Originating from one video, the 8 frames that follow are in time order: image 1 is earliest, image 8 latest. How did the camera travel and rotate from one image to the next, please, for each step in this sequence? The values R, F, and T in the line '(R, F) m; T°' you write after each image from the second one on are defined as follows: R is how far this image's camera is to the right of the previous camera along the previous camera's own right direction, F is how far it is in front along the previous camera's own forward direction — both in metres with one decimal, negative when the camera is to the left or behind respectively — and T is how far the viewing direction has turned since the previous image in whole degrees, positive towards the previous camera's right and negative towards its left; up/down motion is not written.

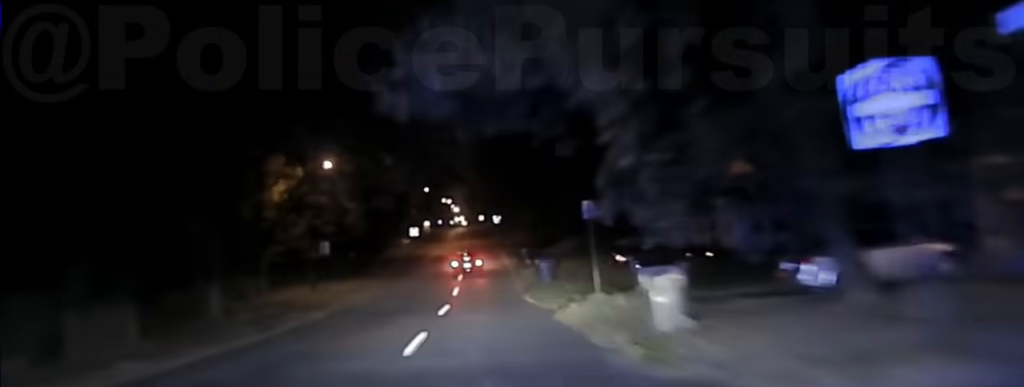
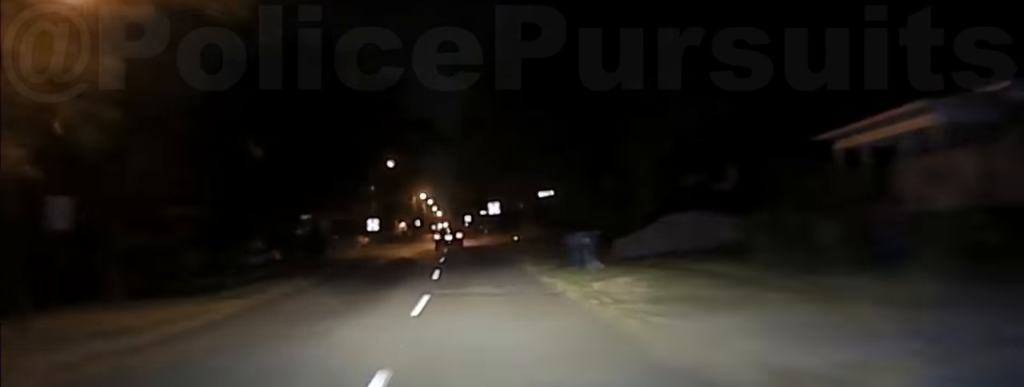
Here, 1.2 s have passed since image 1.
(-0.1, +35.9) m; 0°
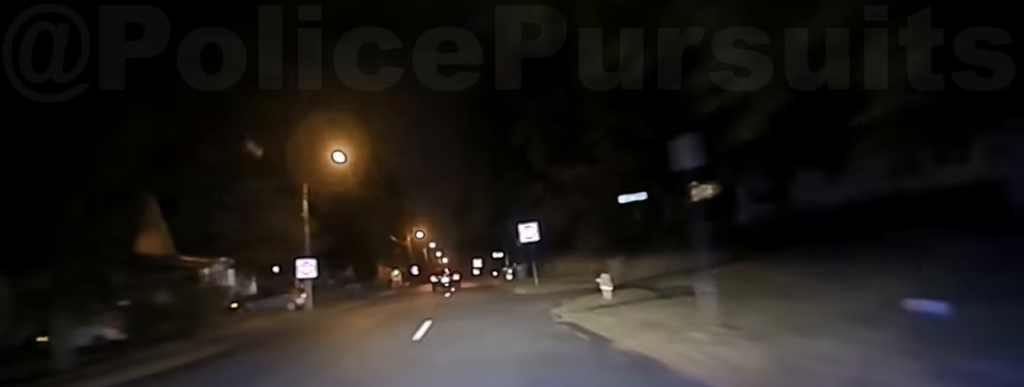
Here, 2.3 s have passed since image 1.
(+0.3, +37.3) m; 0°
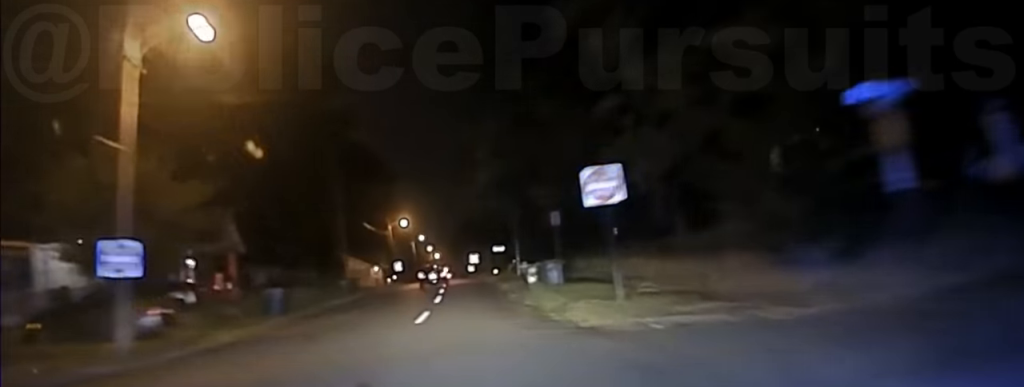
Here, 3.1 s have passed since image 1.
(-0.3, +25.3) m; -1°
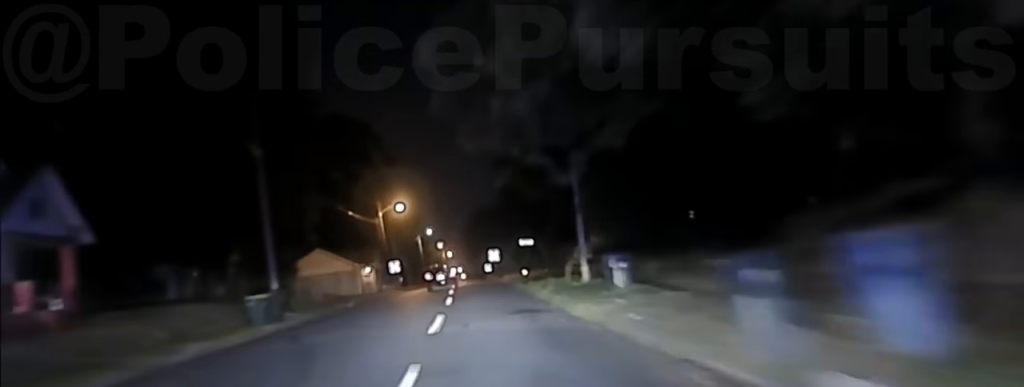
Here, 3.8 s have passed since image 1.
(-0.1, +27.4) m; 0°
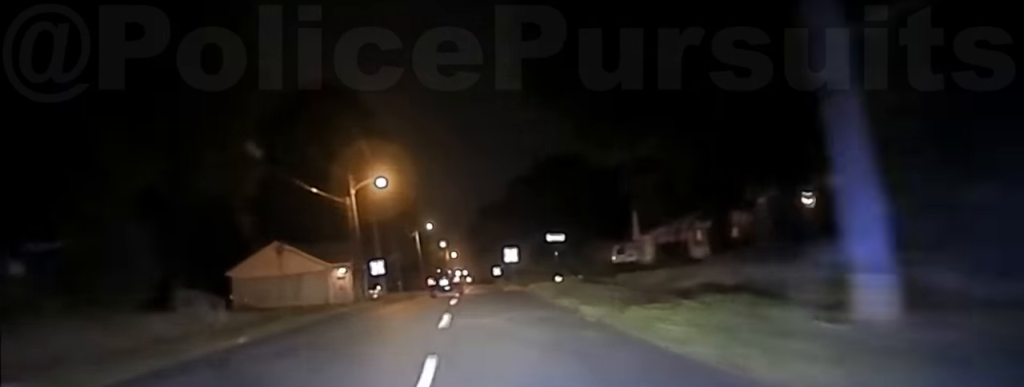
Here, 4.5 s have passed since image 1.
(0.0, +23.2) m; 0°
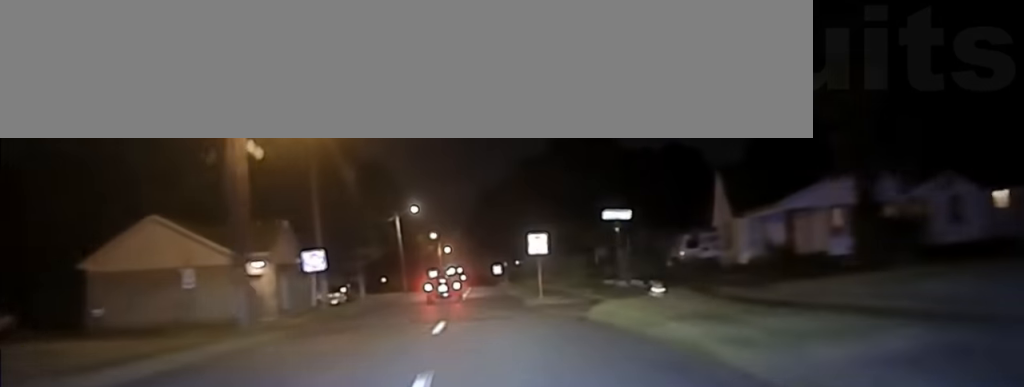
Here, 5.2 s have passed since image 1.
(0.0, +26.0) m; 0°
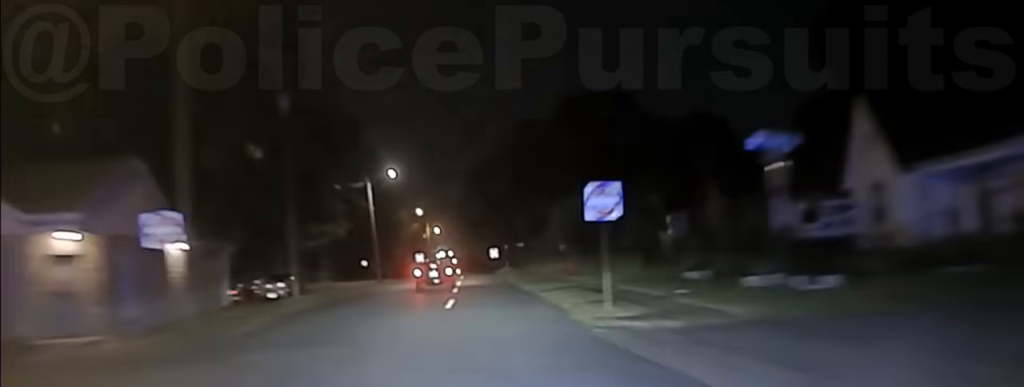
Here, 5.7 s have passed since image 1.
(0.0, +18.7) m; +1°
